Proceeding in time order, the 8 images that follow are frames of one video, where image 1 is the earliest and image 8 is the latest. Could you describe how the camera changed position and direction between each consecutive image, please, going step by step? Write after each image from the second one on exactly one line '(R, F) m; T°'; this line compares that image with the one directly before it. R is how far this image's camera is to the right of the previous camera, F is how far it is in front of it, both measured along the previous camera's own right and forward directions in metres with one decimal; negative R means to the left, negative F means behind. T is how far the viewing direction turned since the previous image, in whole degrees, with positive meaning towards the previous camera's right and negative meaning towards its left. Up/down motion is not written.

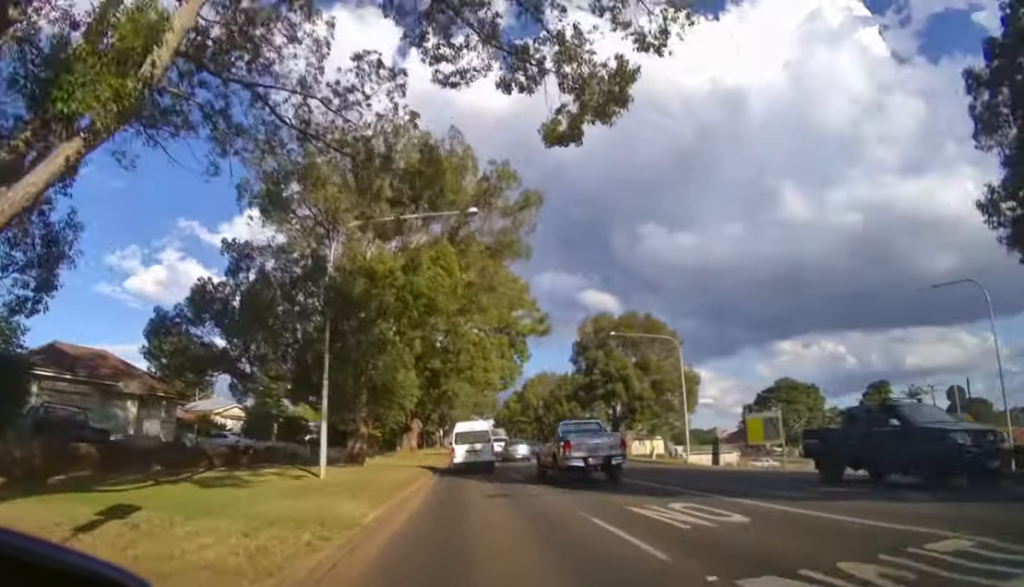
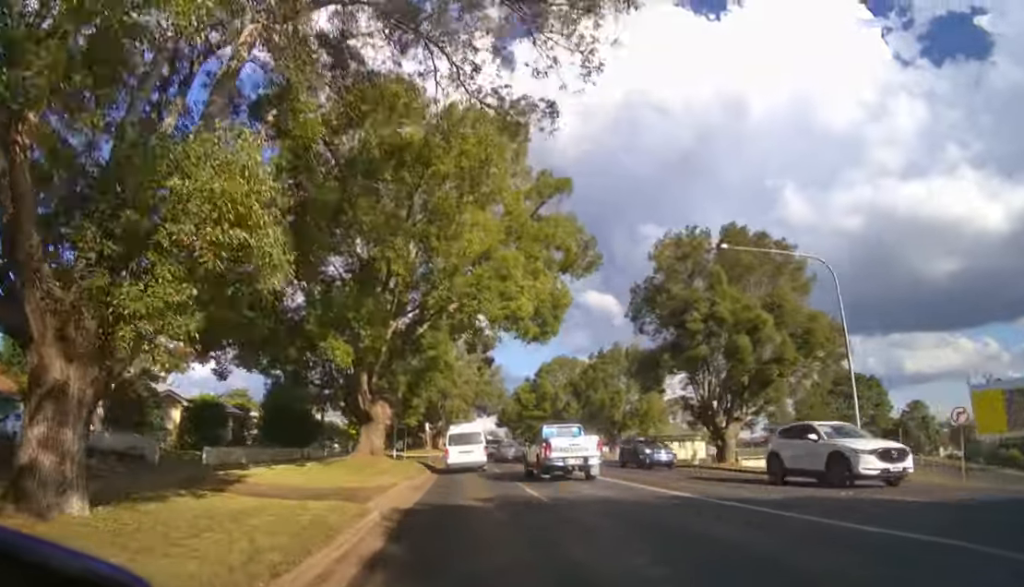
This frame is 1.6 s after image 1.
(+0.1, +18.3) m; 0°
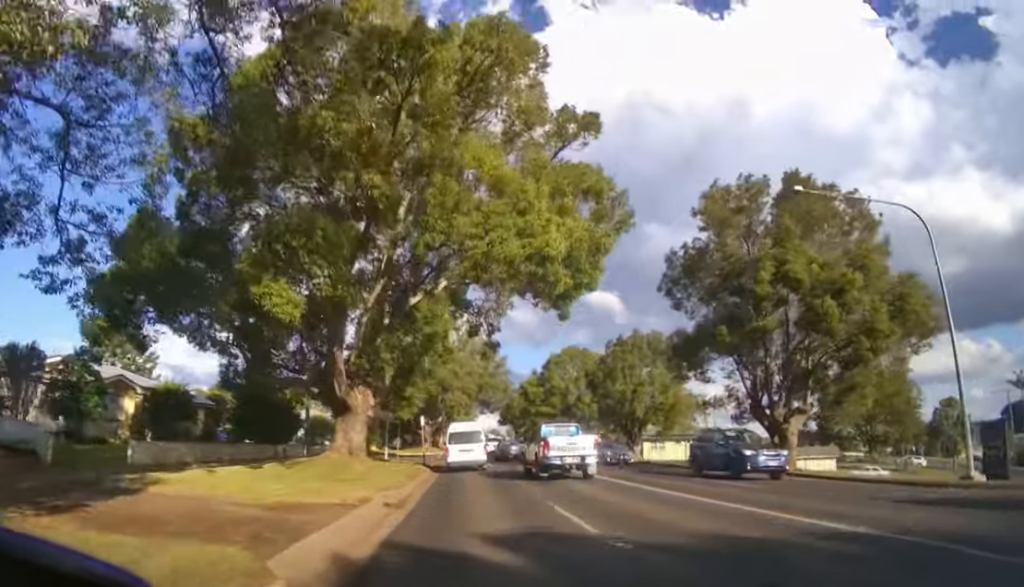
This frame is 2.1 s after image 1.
(0.0, +5.5) m; 0°
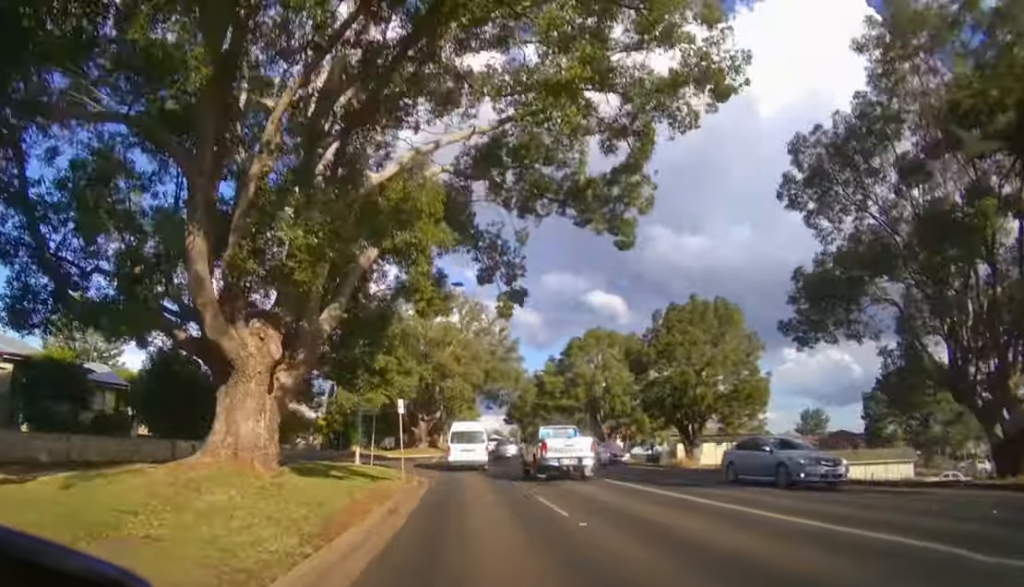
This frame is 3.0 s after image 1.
(0.0, +11.2) m; 0°
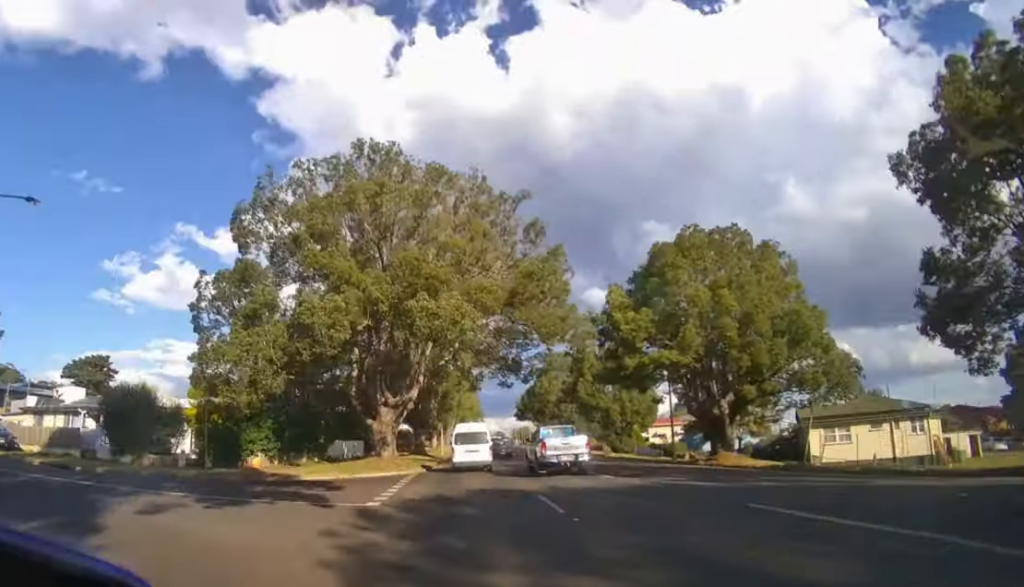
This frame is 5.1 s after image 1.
(+0.1, +21.4) m; 0°
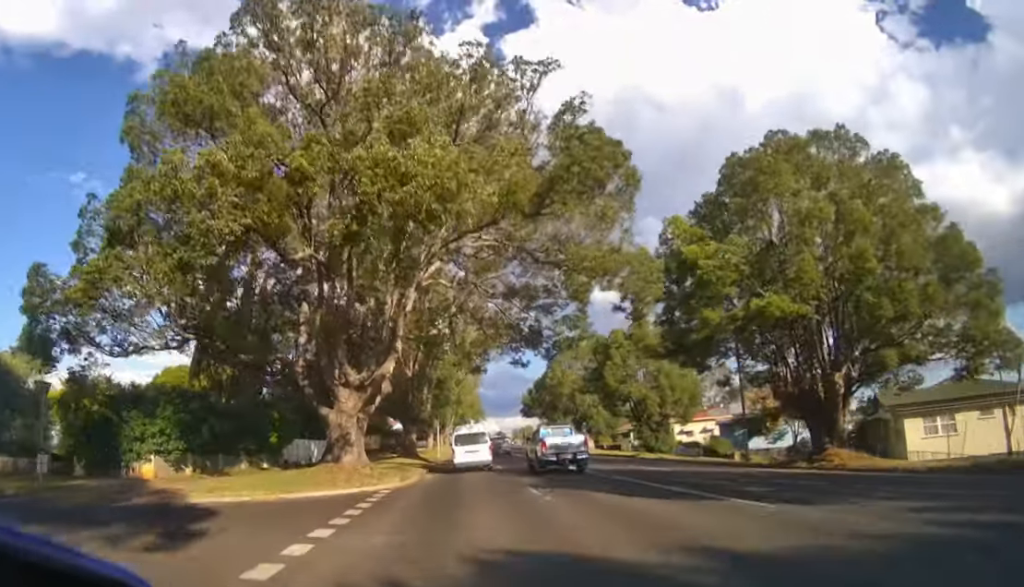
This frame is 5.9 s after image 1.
(0.0, +8.5) m; 0°
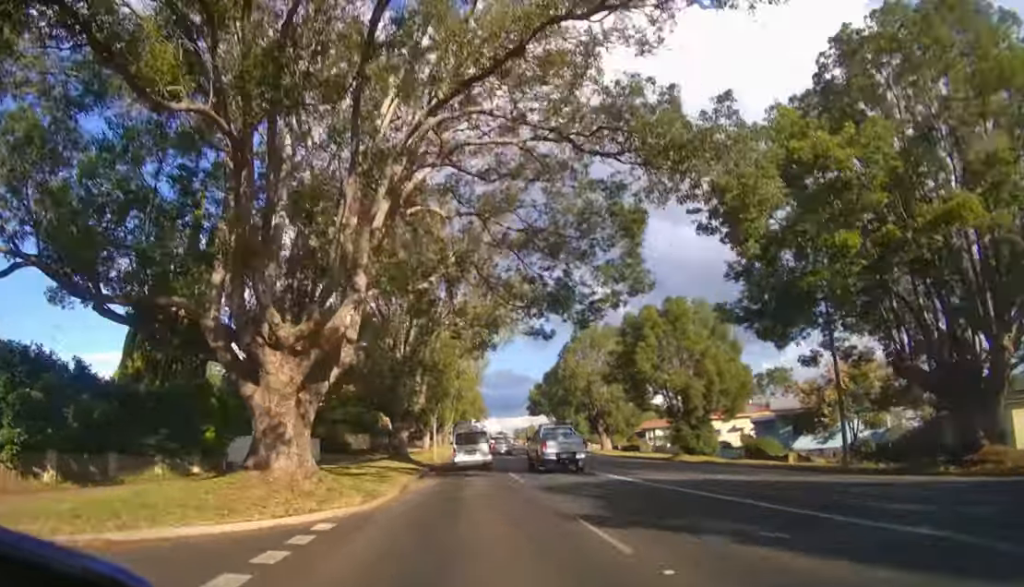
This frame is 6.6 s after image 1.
(0.0, +7.0) m; 0°
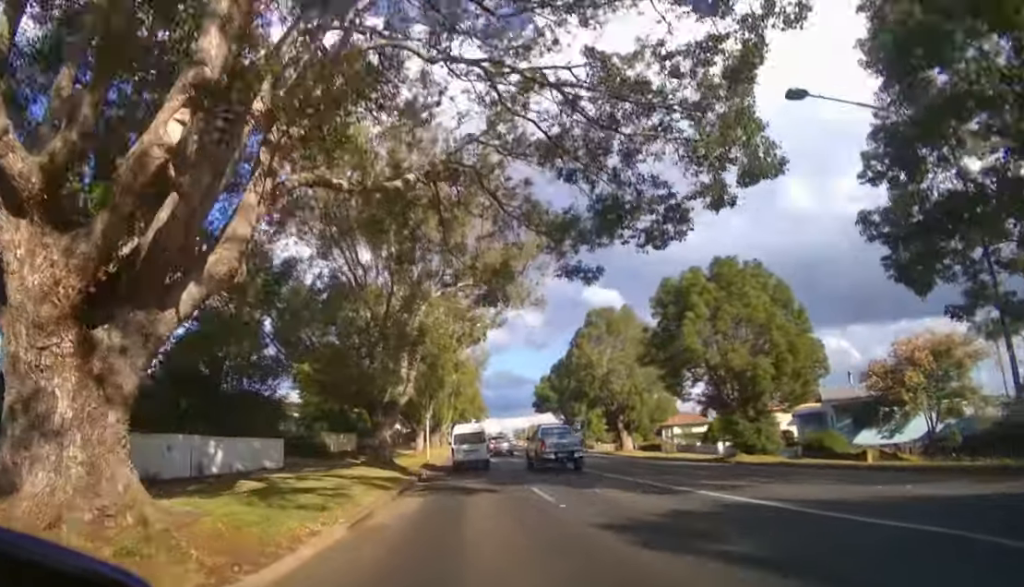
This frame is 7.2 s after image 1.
(0.0, +6.7) m; 0°
